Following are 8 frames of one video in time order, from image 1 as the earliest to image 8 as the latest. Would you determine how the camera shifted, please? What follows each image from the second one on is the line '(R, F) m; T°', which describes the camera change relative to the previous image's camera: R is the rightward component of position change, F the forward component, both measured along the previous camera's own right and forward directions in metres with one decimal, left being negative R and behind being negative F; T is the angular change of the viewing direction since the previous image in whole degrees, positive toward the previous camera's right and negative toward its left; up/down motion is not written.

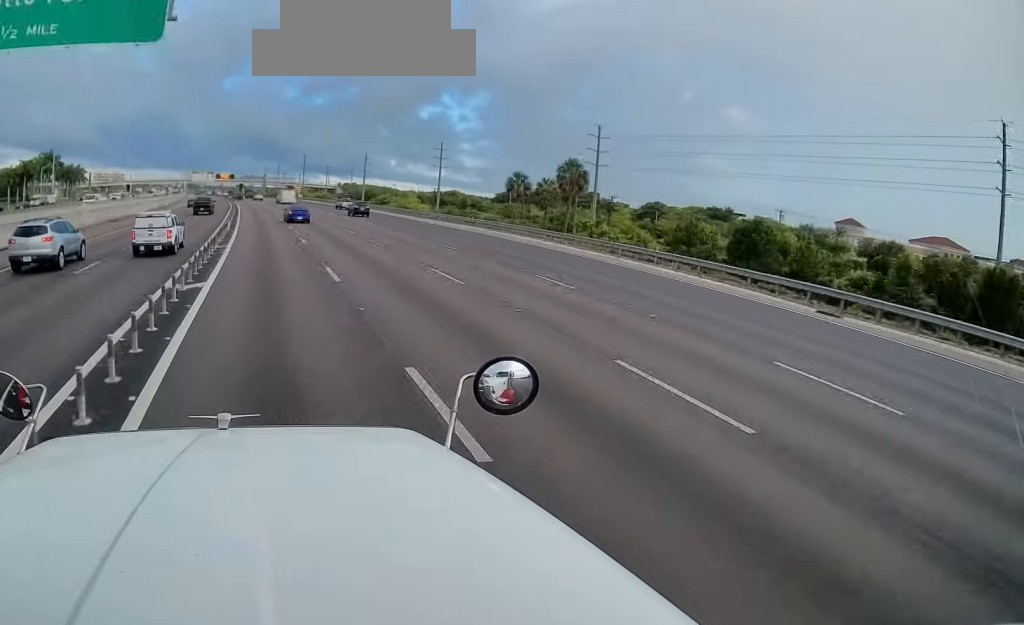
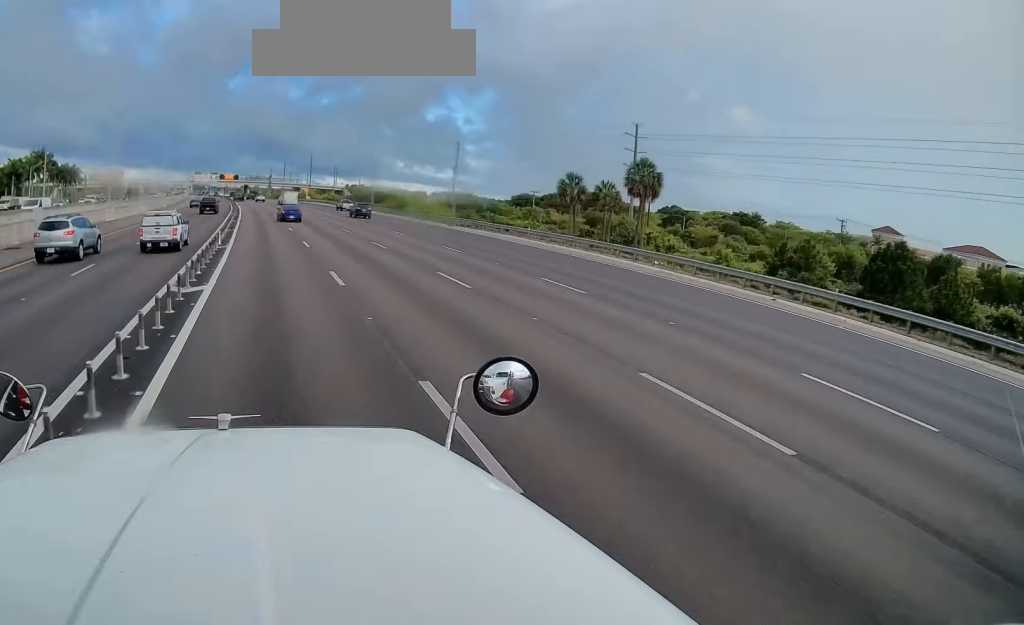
(-0.1, +14.3) m; 0°
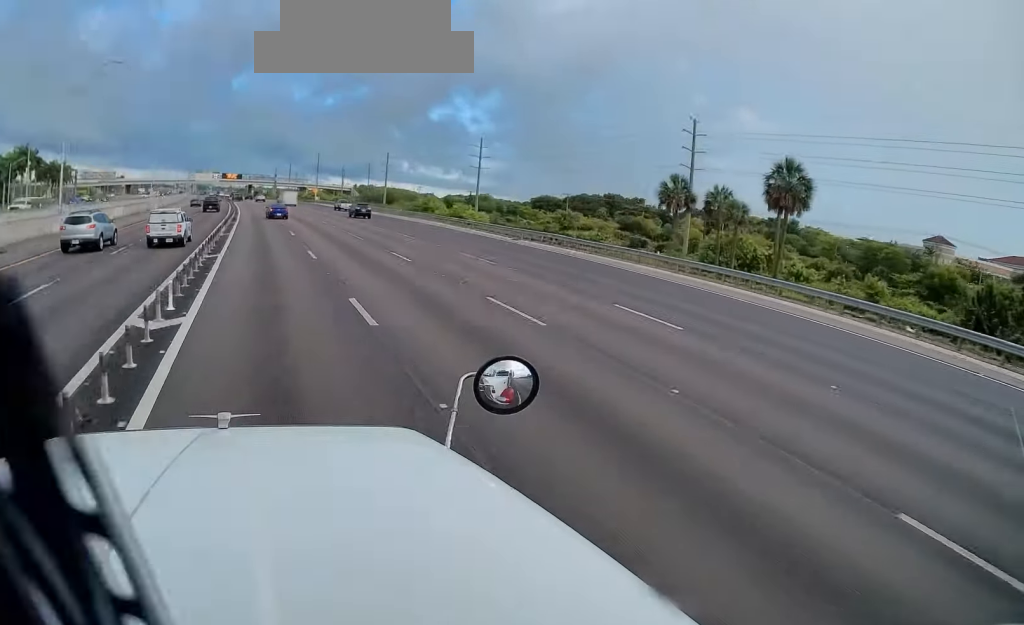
(-0.2, +18.0) m; 0°
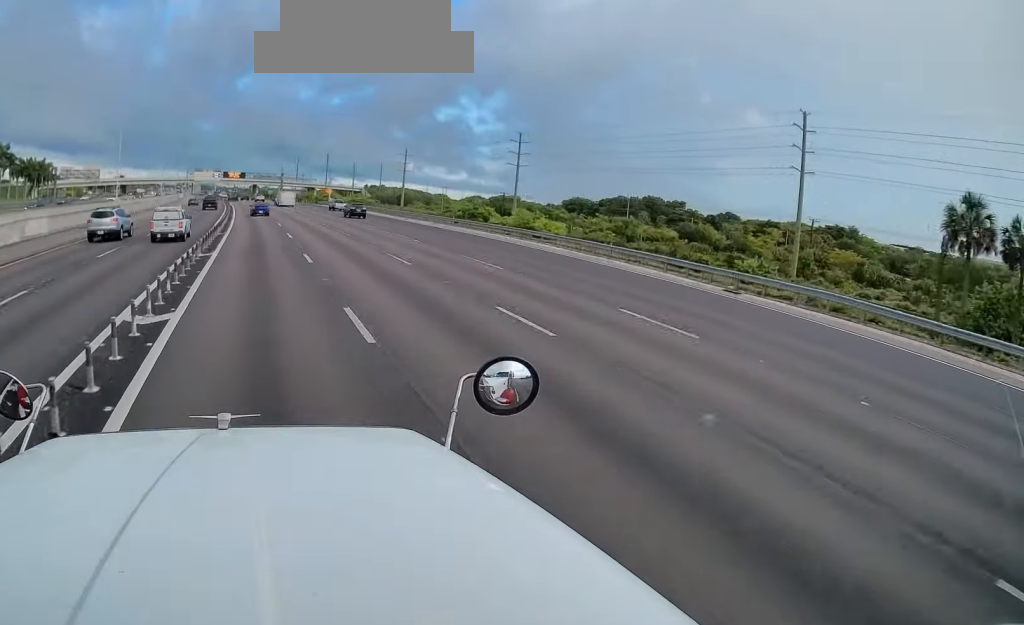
(0.0, +25.4) m; 0°
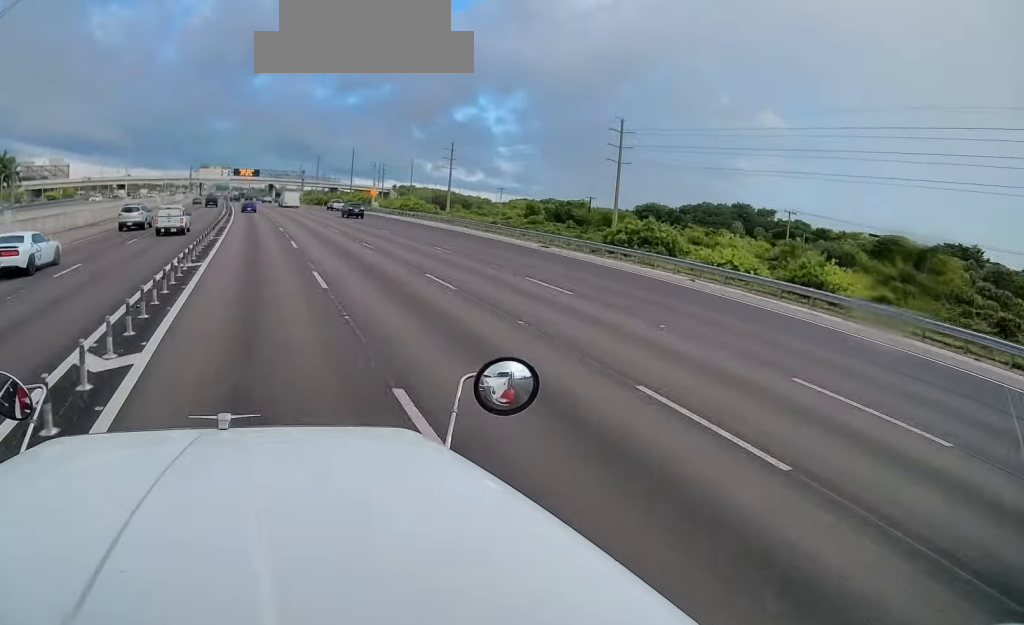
(-0.6, +43.0) m; -1°
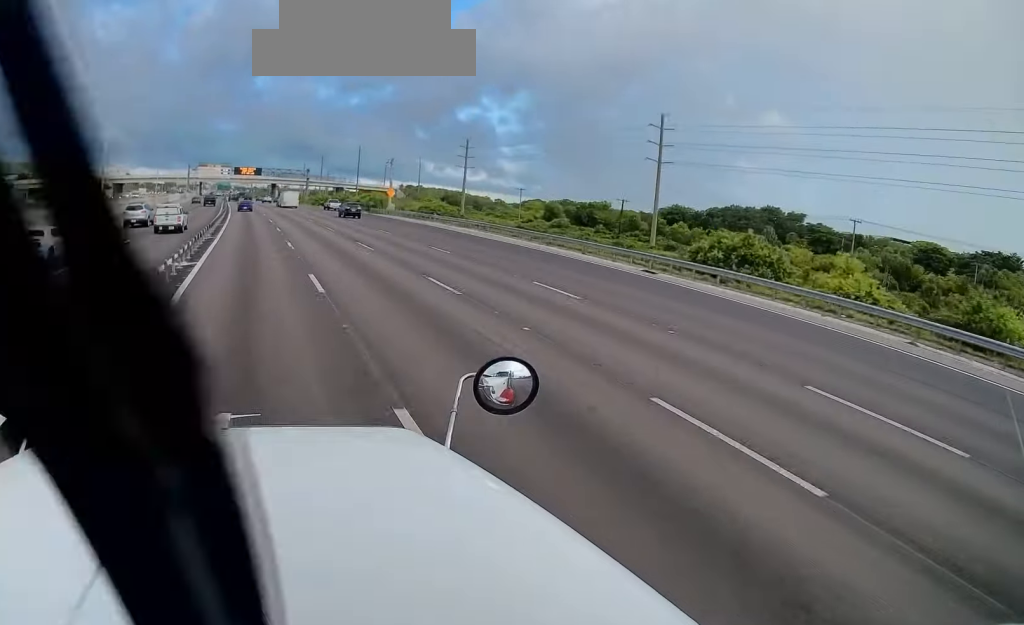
(-0.1, +13.0) m; 0°
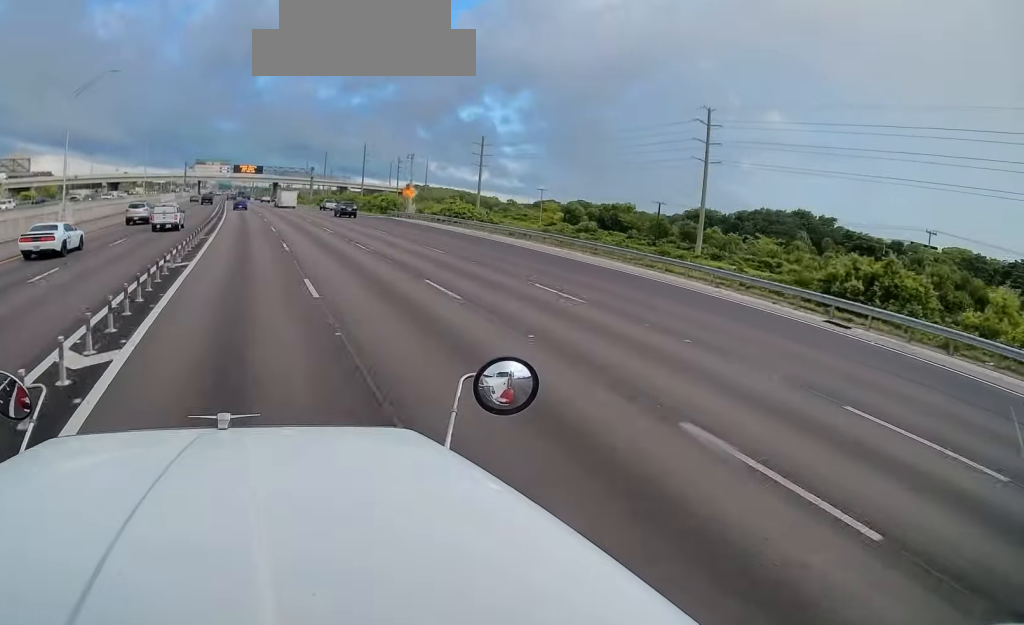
(0.0, +14.0) m; 0°
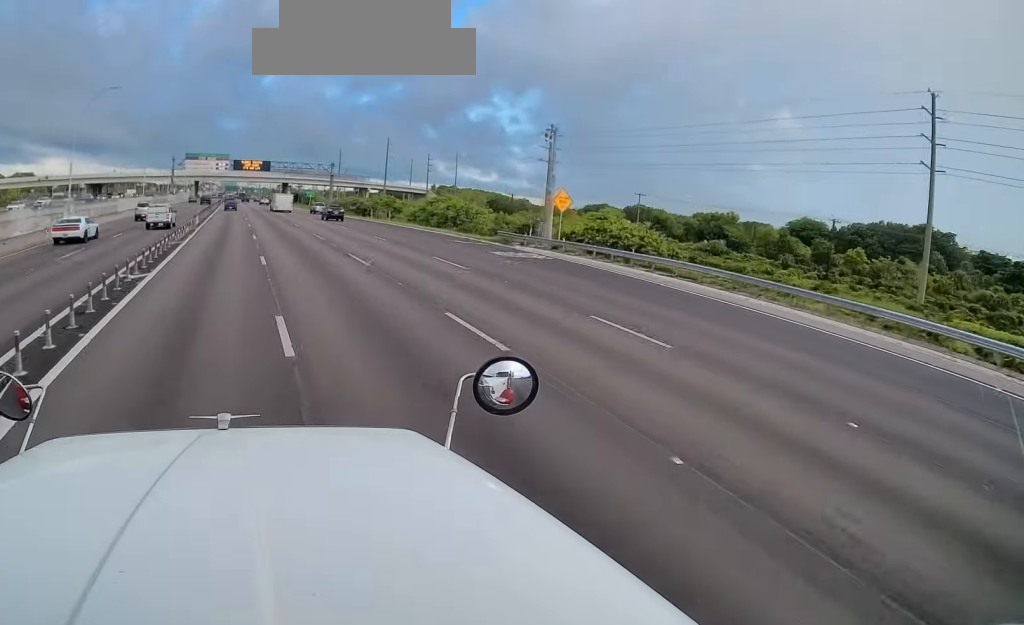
(-0.1, +41.3) m; -1°
